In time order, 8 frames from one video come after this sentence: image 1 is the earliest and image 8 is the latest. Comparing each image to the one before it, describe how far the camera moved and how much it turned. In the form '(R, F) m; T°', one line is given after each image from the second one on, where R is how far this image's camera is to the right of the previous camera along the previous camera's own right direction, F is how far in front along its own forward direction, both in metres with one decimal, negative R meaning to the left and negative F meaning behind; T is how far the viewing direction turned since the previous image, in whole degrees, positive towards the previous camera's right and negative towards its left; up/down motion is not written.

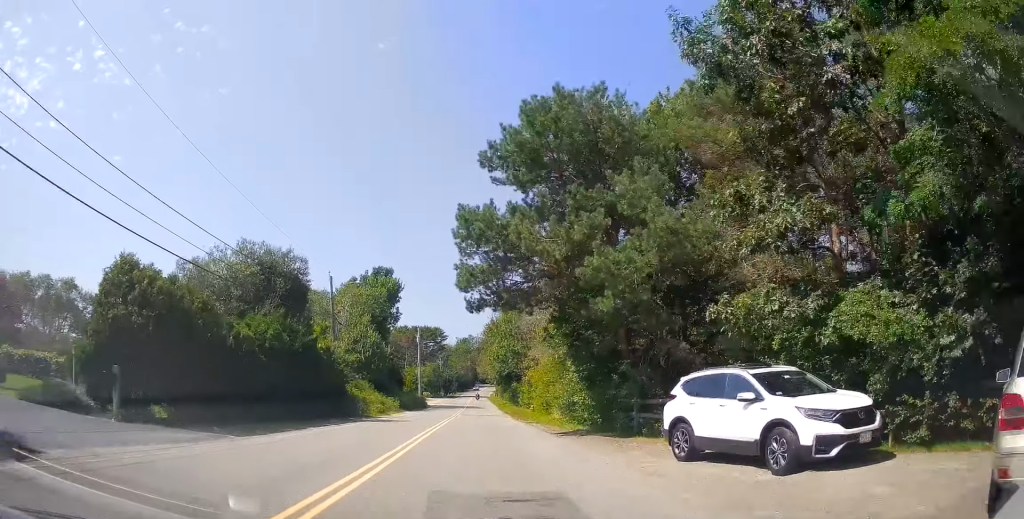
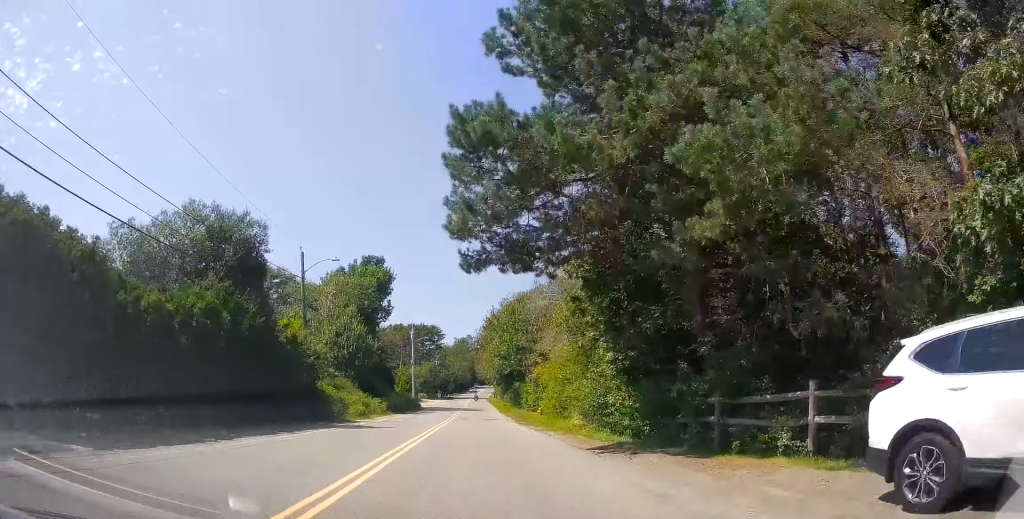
(0.0, +6.3) m; 0°
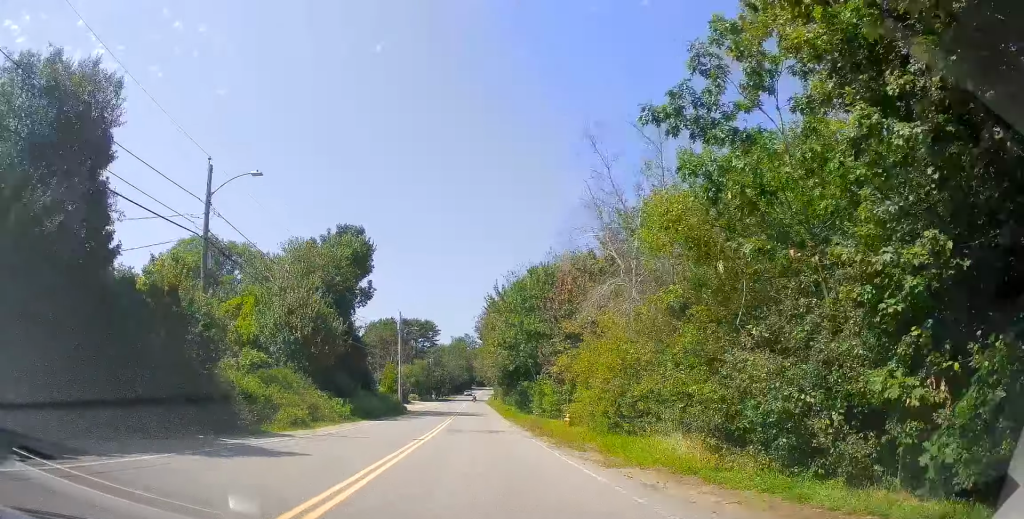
(0.0, +12.4) m; 0°
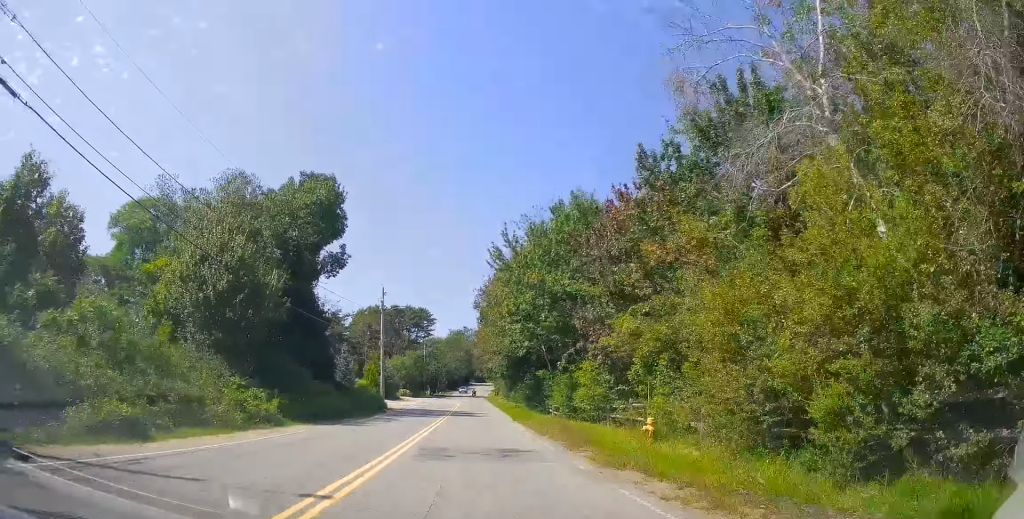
(-0.1, +12.5) m; 0°
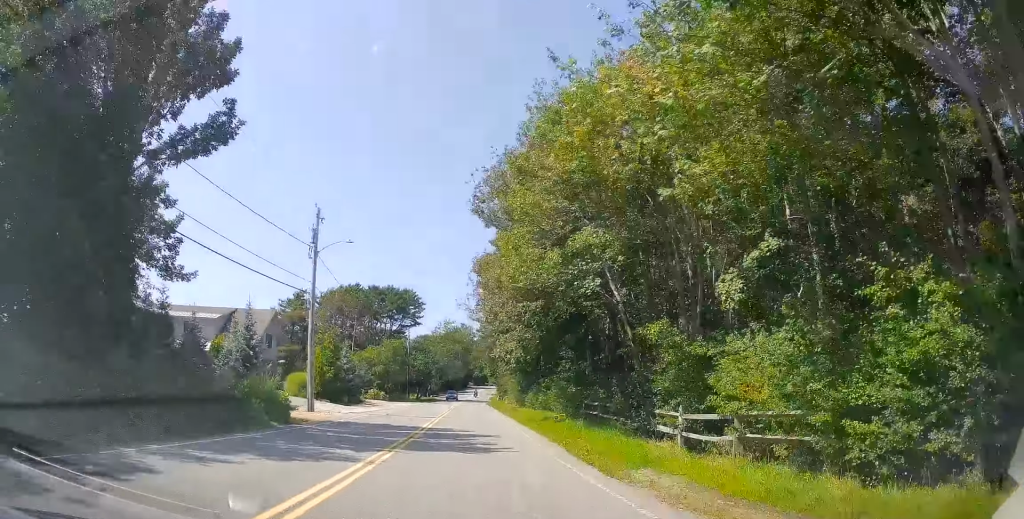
(0.0, +24.5) m; 0°
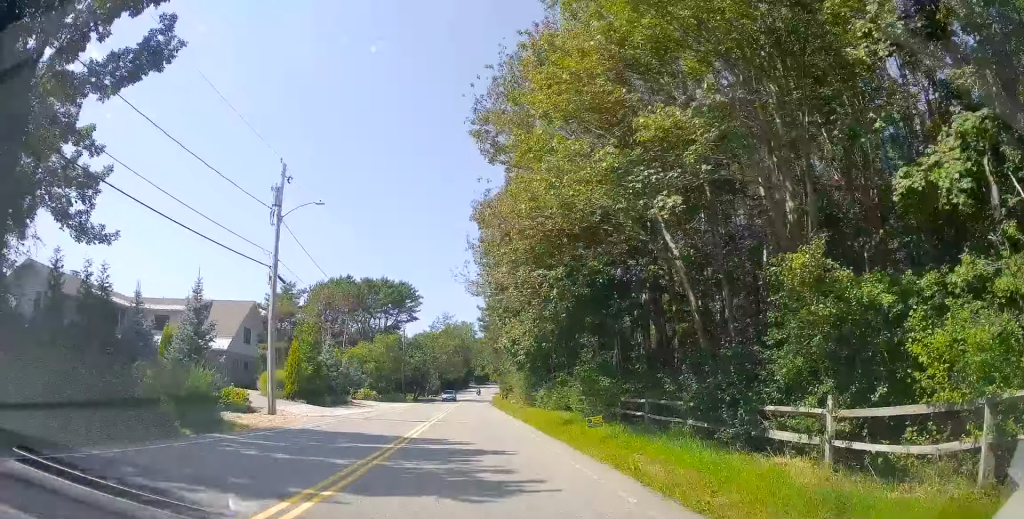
(0.0, +6.5) m; 0°
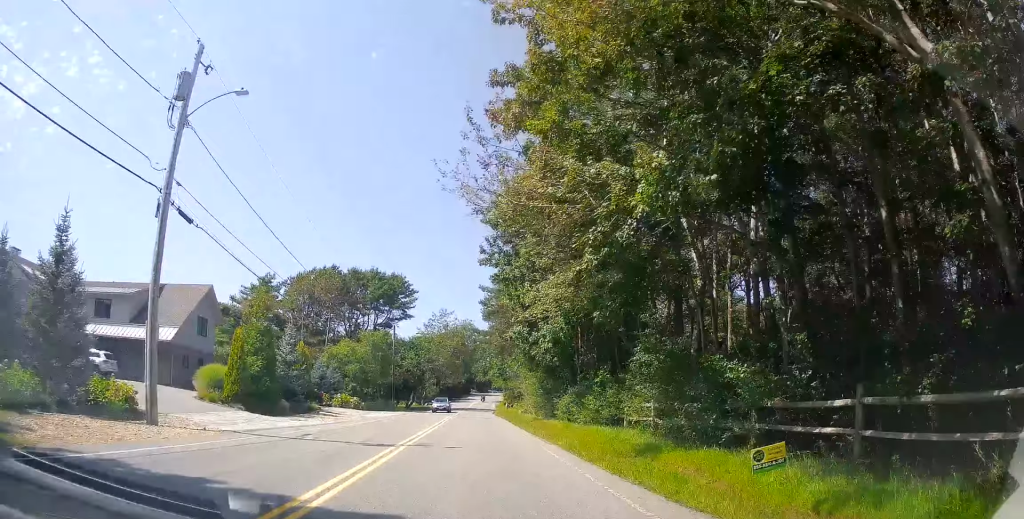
(0.0, +10.4) m; 0°
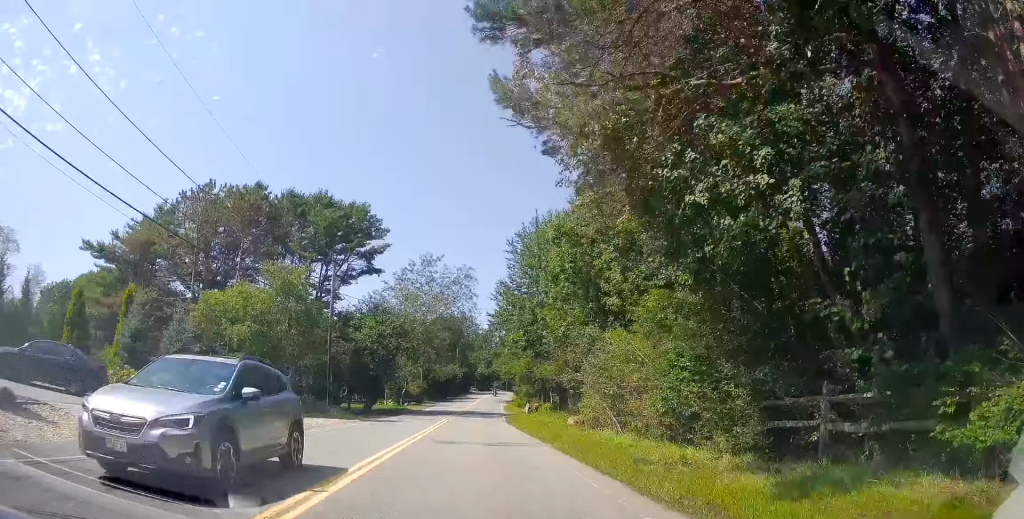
(0.0, +28.6) m; 0°
